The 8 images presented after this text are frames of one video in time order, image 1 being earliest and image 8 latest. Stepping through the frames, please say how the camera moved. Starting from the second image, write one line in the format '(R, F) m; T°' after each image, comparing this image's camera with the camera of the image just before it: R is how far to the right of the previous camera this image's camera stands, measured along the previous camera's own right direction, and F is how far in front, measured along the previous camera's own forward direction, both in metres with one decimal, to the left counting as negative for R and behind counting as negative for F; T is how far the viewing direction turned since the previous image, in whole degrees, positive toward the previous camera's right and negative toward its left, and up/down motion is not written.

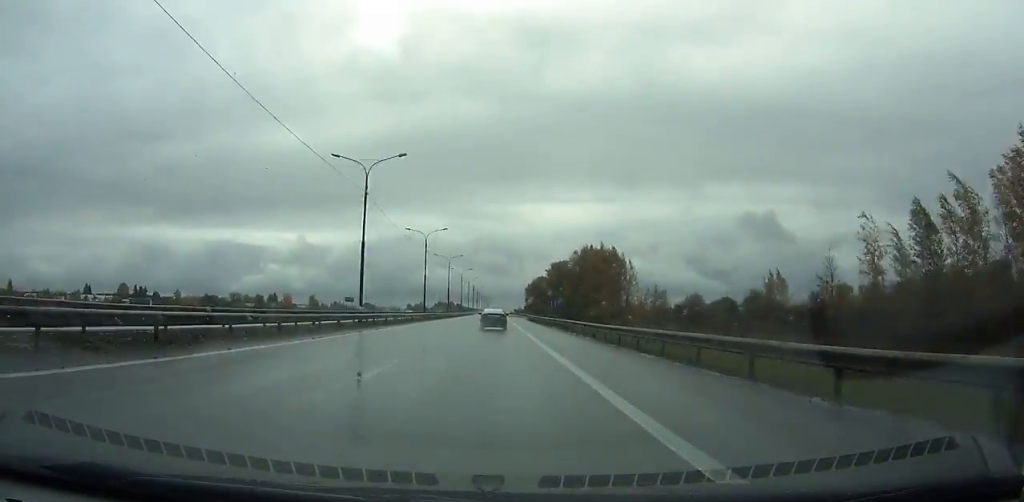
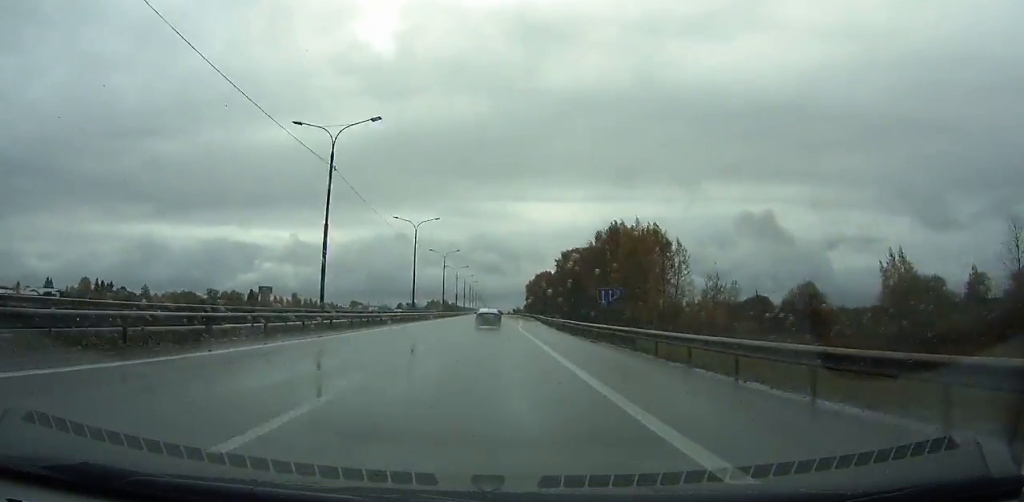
(-0.1, +42.1) m; 0°
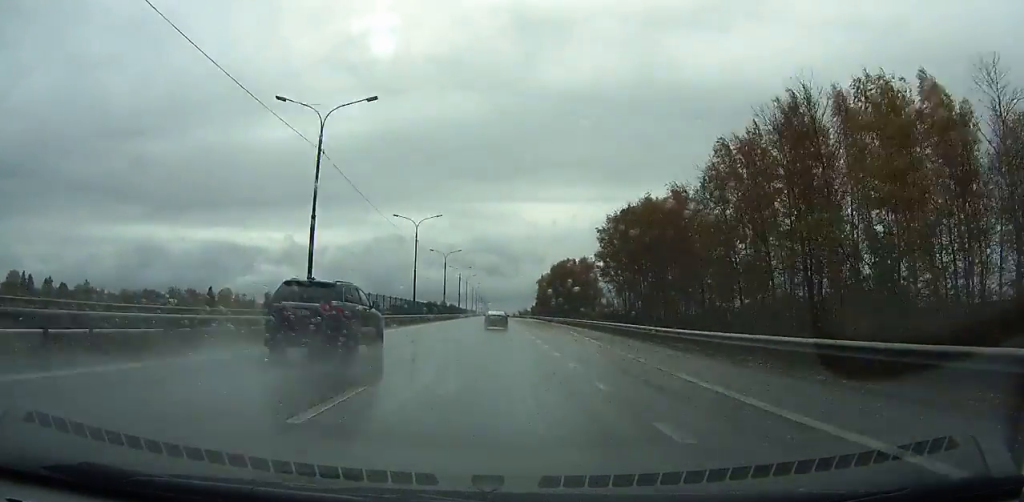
(+0.1, +72.4) m; 0°
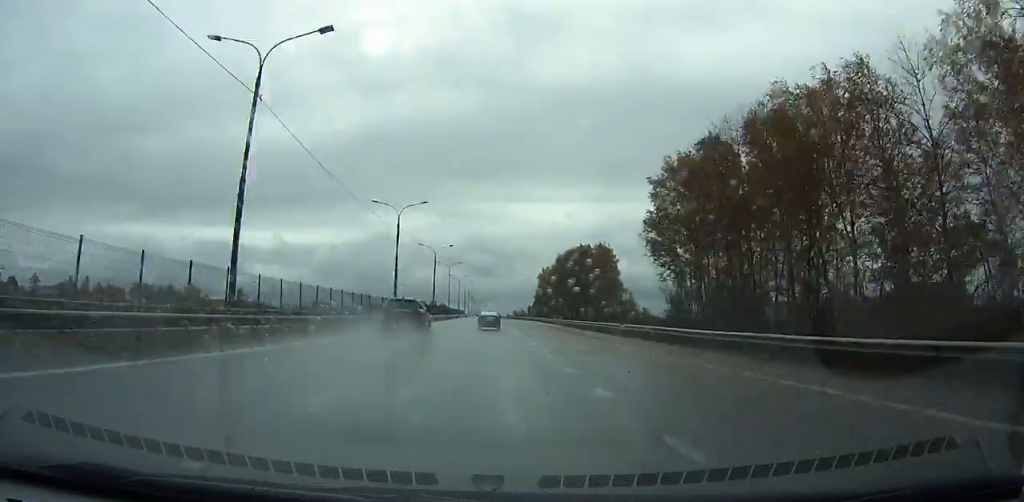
(+0.1, +40.4) m; 0°
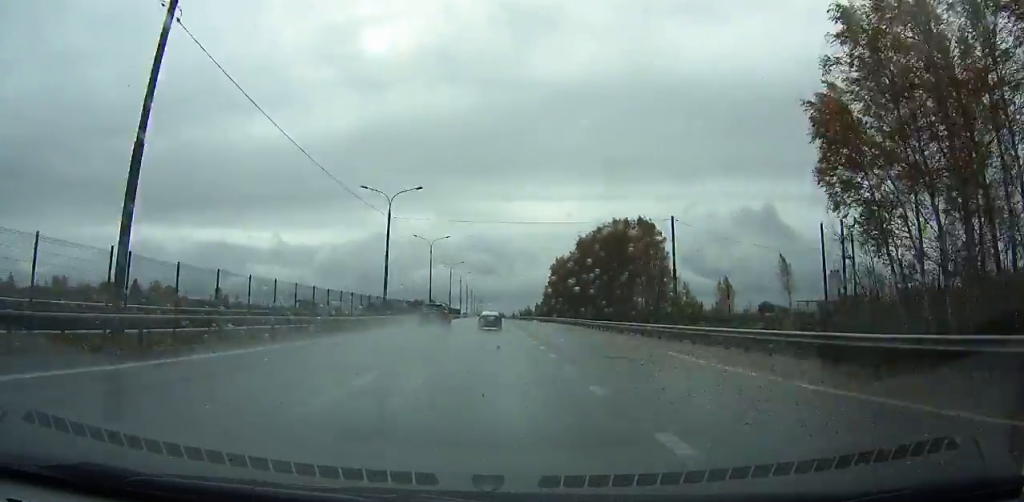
(+0.1, +40.6) m; 0°
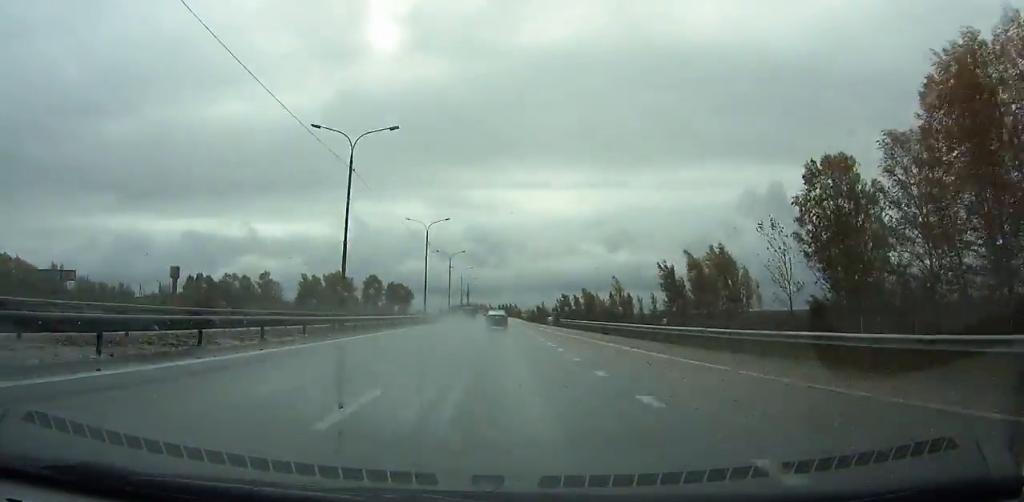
(-2.3, +282.2) m; -1°
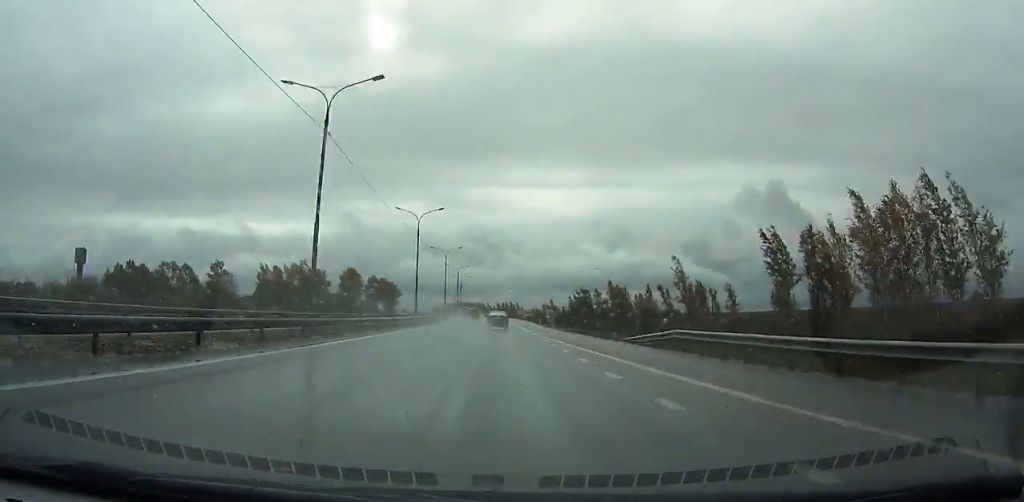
(-0.1, +41.6) m; 0°
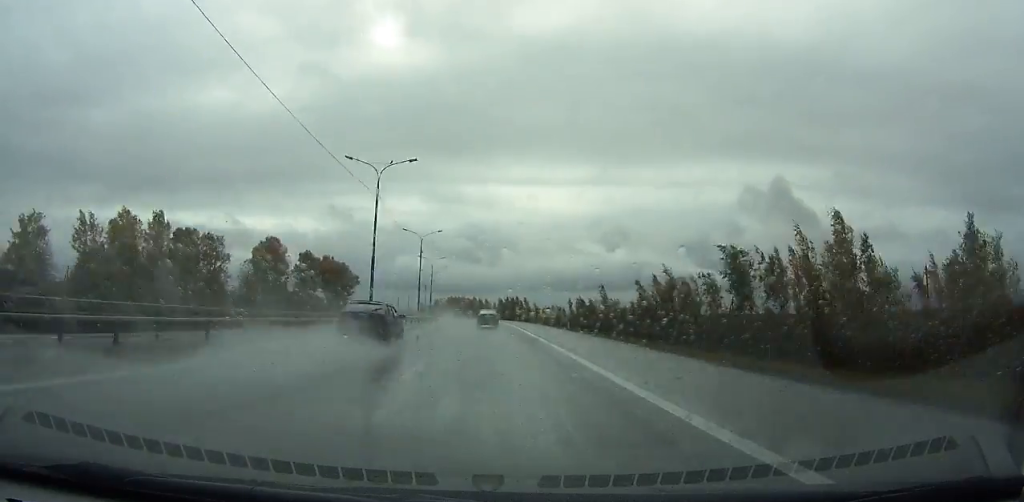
(-0.1, +87.2) m; -1°
